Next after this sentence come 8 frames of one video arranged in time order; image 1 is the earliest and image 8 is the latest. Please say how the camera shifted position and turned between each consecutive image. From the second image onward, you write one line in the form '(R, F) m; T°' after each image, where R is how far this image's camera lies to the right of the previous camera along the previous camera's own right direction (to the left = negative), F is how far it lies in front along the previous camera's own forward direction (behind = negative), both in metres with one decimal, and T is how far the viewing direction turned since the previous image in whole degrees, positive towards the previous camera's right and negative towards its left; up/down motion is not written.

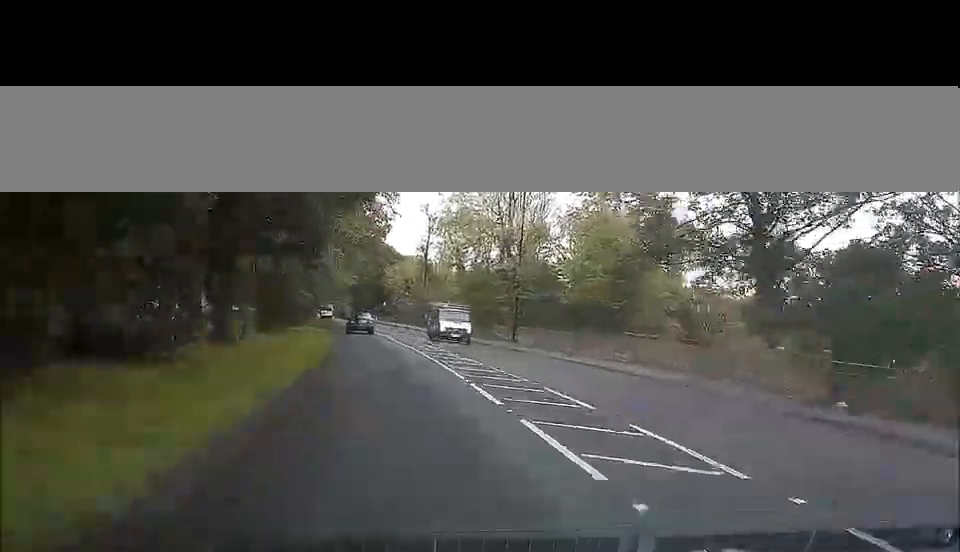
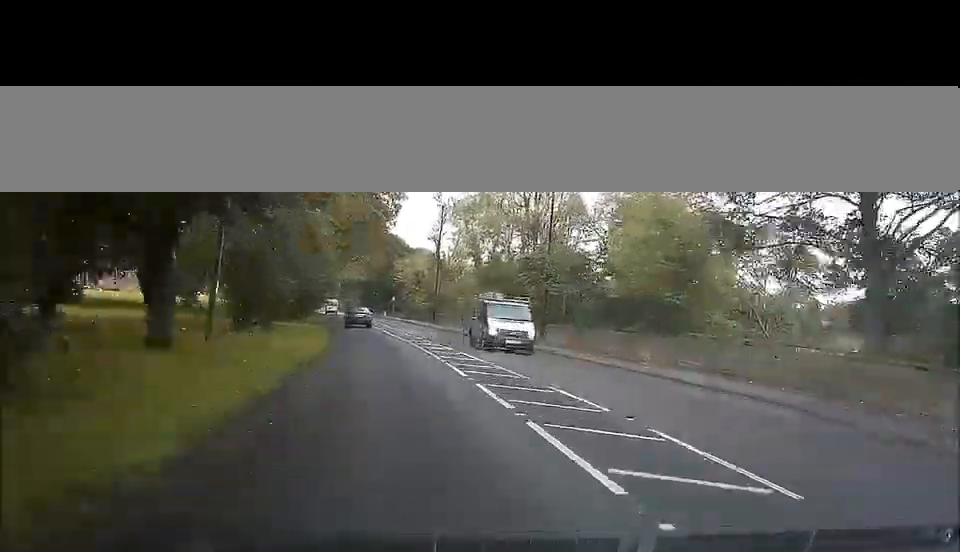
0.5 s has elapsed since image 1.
(0.0, +7.5) m; 0°
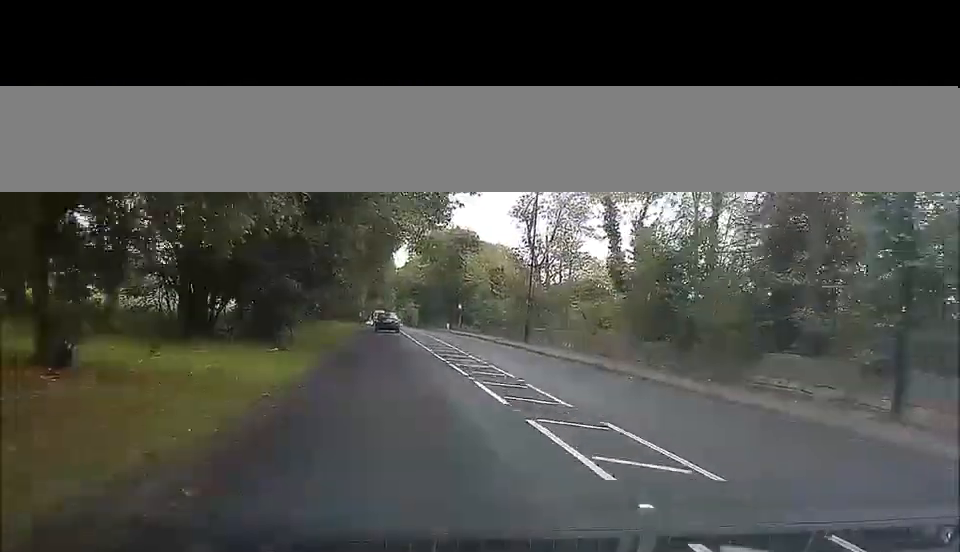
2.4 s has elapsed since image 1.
(-1.0, +29.8) m; -3°
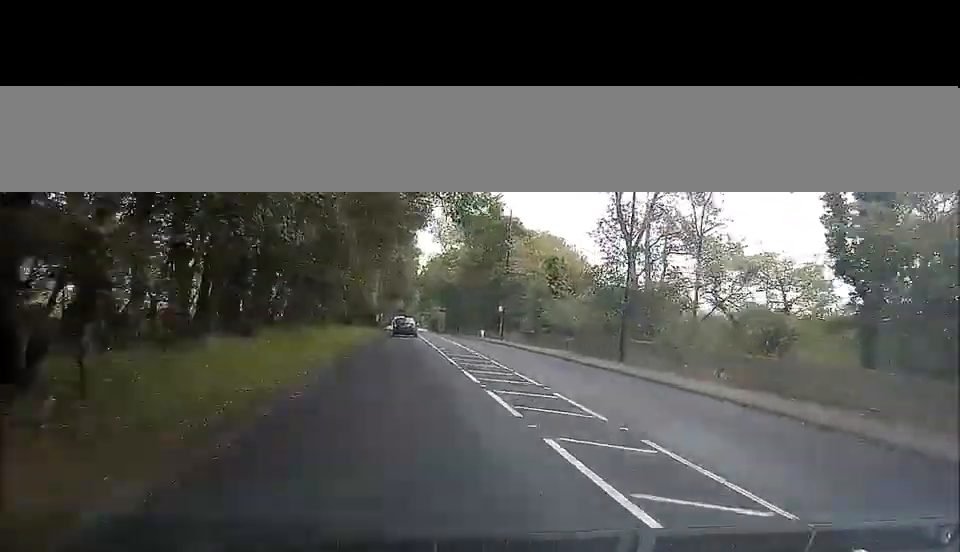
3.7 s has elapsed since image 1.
(+0.2, +20.3) m; 0°
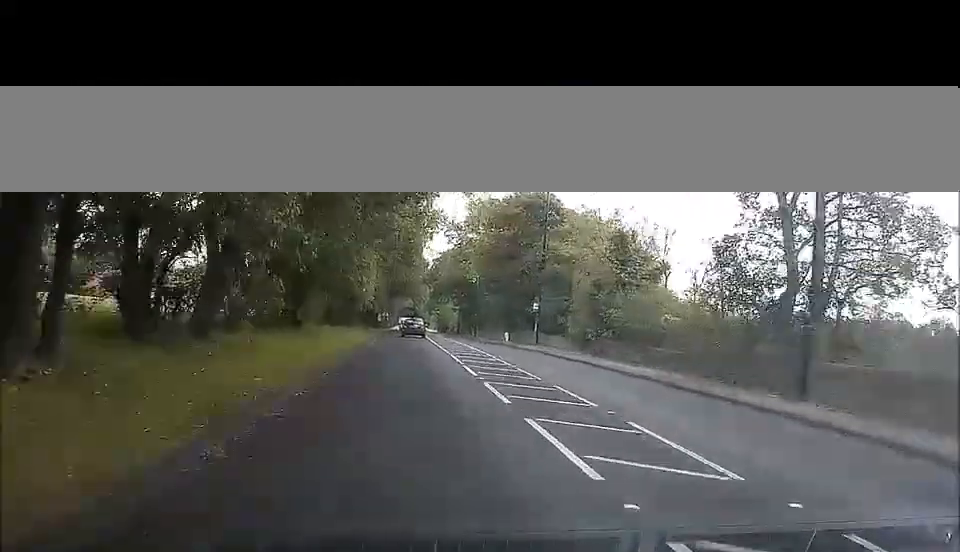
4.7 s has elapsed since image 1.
(-0.2, +17.1) m; -2°
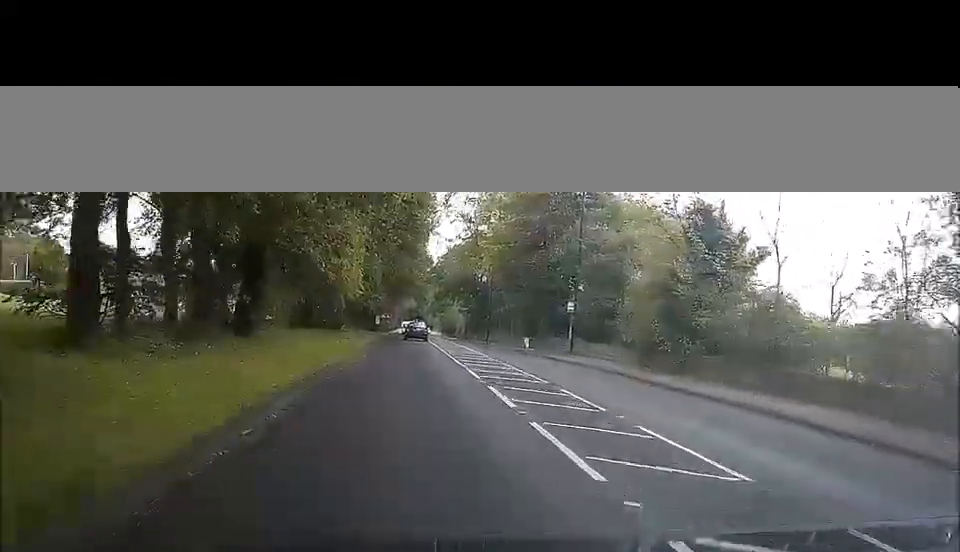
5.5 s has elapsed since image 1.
(-0.2, +12.3) m; -2°
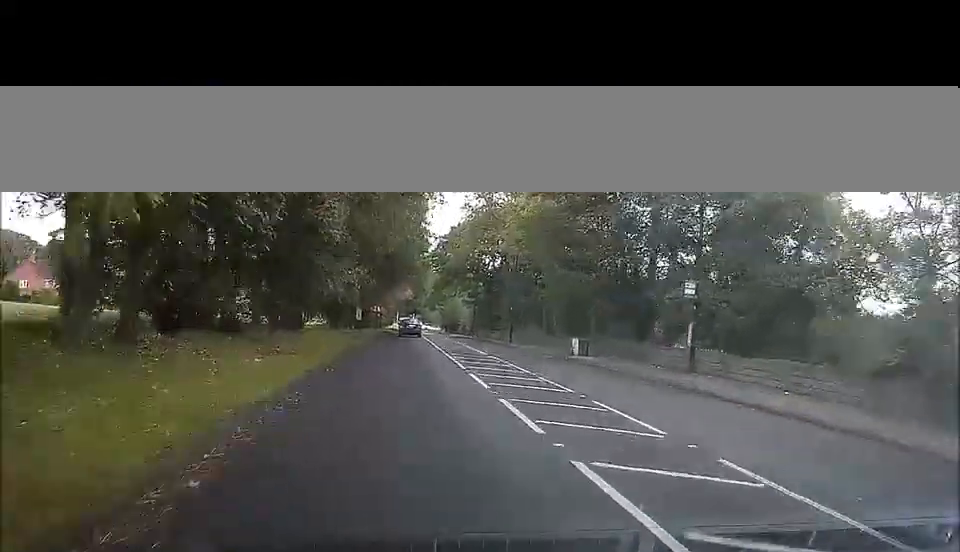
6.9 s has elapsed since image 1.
(-0.2, +22.0) m; 0°
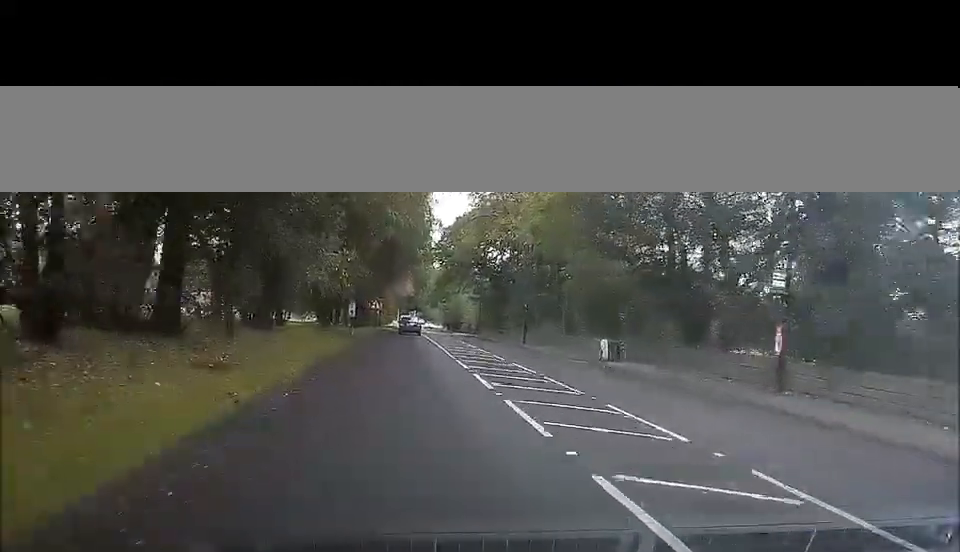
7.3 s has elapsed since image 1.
(0.0, +7.0) m; 0°
